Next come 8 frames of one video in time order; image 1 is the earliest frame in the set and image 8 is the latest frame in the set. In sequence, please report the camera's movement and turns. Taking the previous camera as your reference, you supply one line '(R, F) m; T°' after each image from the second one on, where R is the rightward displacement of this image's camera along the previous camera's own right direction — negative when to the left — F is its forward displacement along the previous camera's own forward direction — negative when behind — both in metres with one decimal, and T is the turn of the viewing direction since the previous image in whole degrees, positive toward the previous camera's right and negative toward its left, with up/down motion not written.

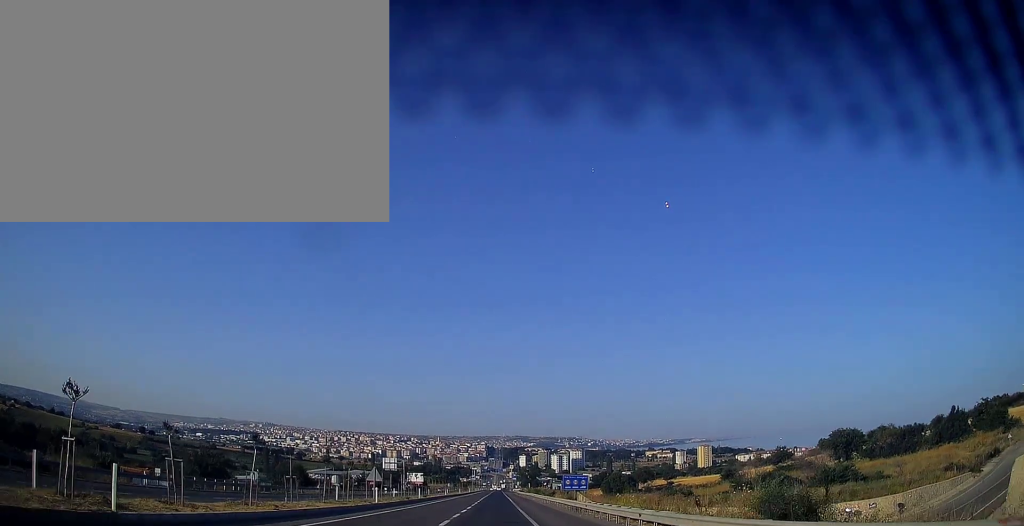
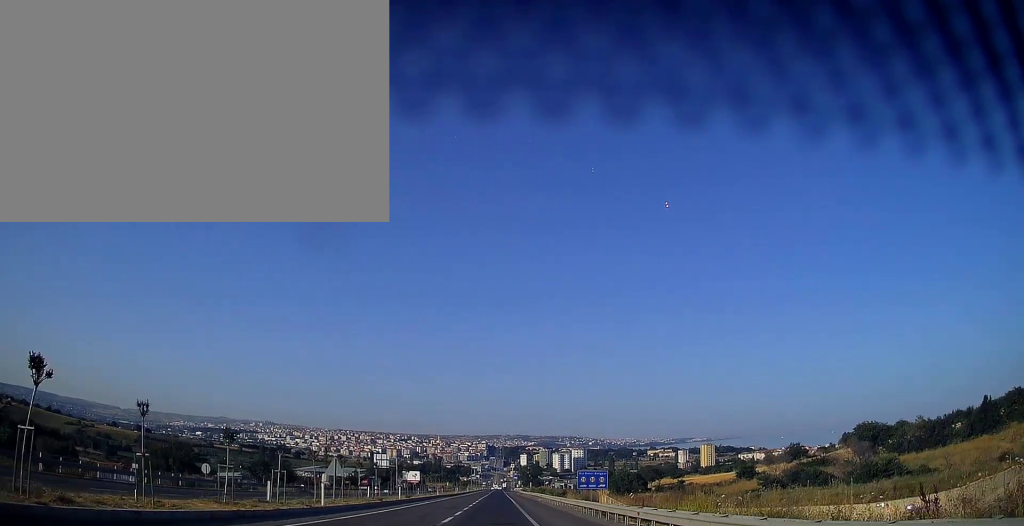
(+0.1, +11.8) m; 0°
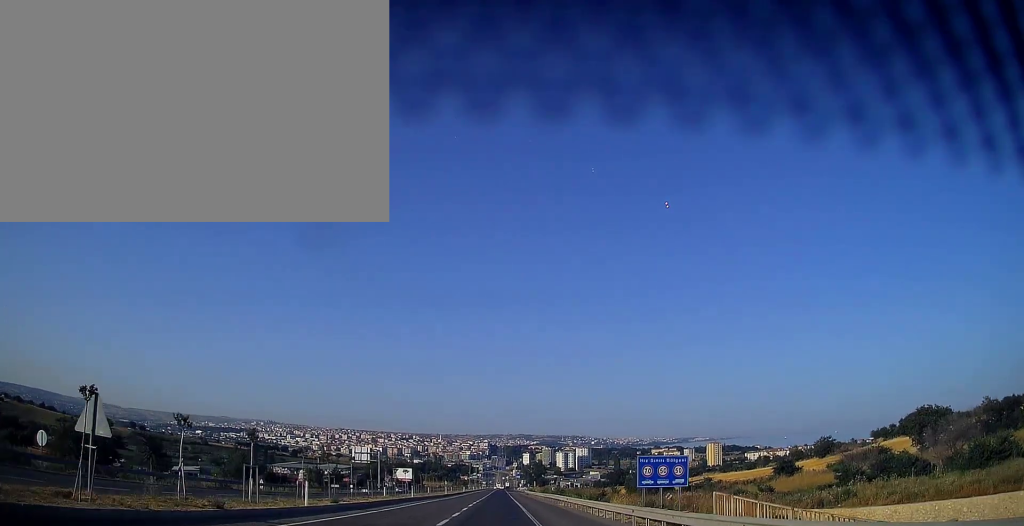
(0.0, +23.2) m; 0°
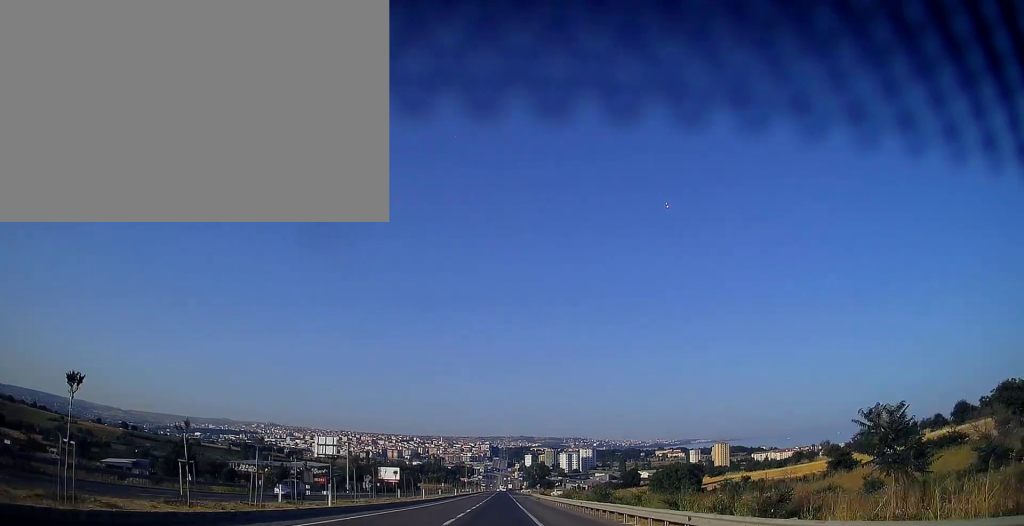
(-0.1, +25.7) m; -1°
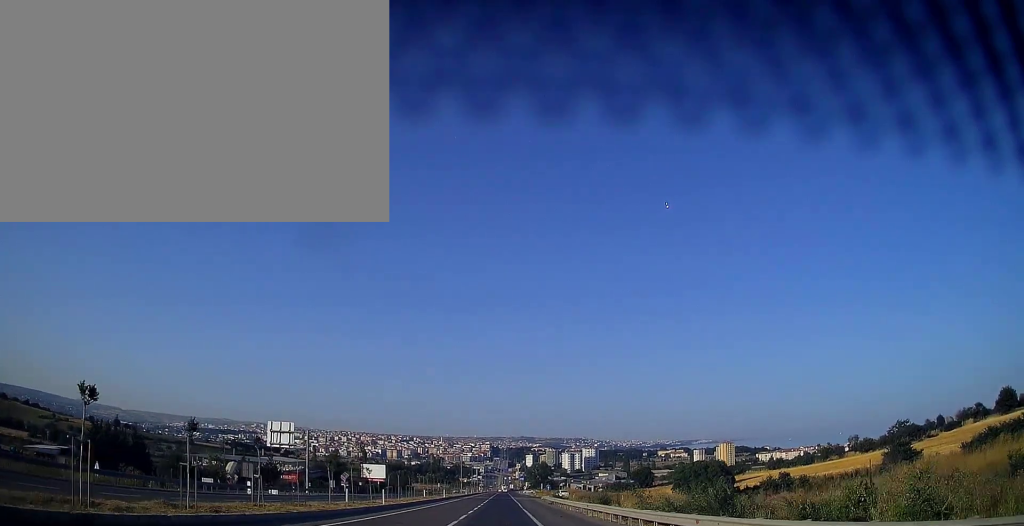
(-0.1, +20.2) m; 0°
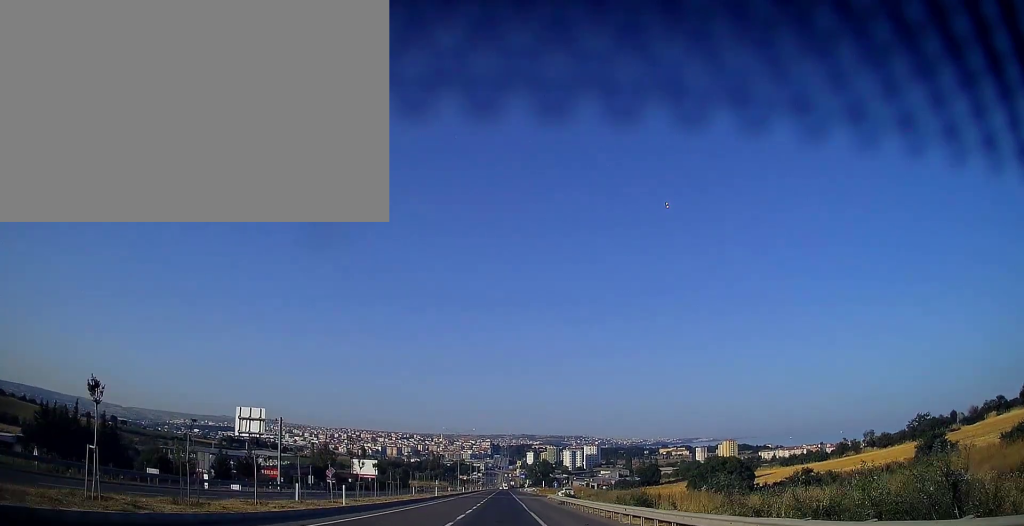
(0.0, +9.9) m; 0°
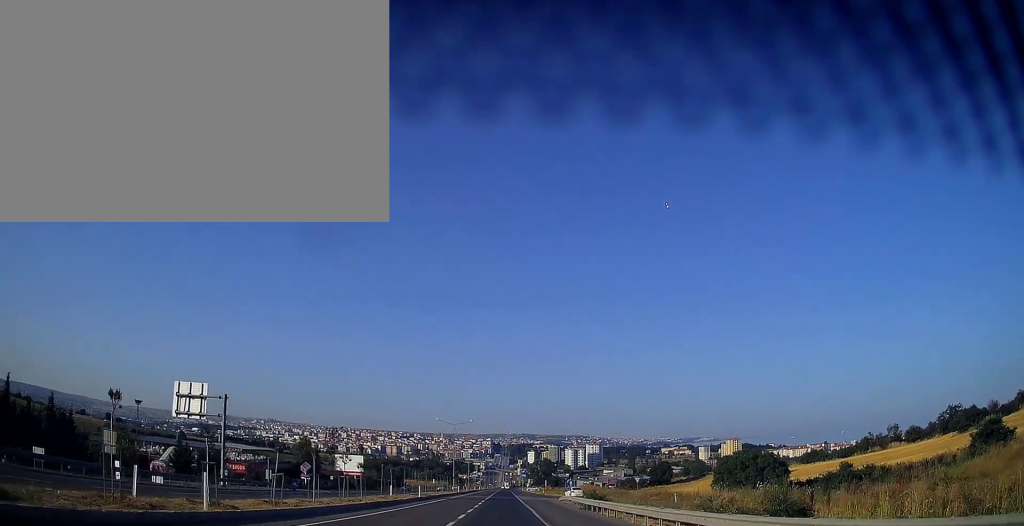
(+0.1, +14.1) m; 0°
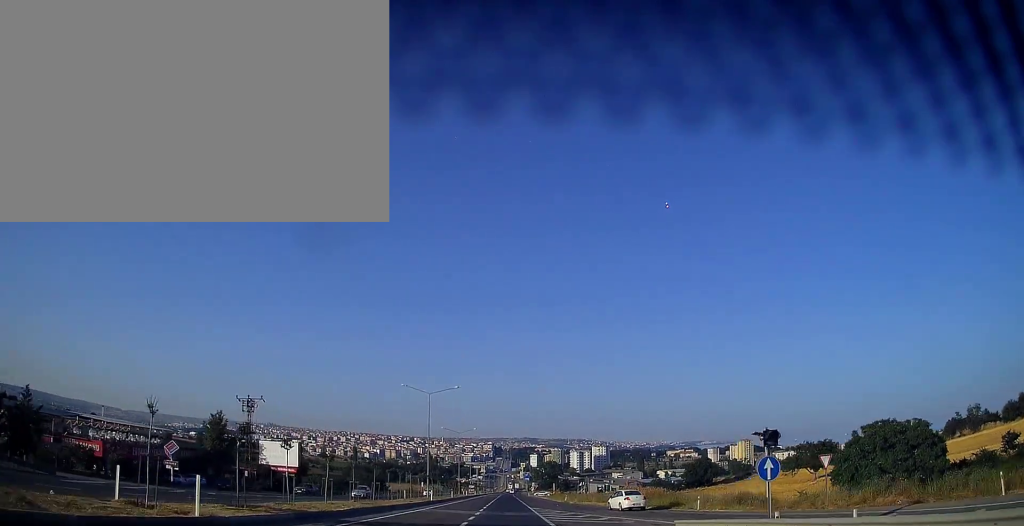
(0.0, +39.5) m; 0°
